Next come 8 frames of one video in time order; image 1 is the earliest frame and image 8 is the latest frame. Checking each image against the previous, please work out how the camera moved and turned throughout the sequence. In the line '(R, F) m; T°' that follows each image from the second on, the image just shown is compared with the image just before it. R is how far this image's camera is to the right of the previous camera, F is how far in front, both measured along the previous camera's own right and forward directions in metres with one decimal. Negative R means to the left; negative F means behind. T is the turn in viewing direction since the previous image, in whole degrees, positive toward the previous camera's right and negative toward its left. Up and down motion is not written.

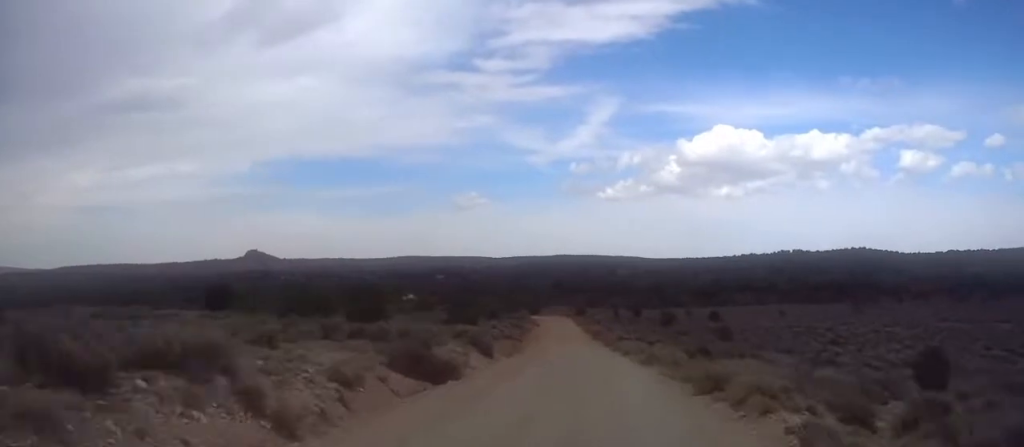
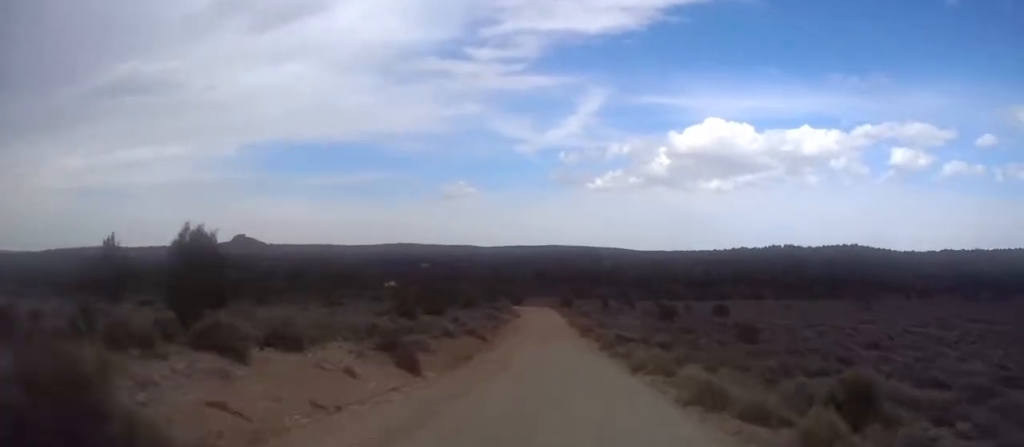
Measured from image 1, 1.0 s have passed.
(-0.1, +14.9) m; +1°
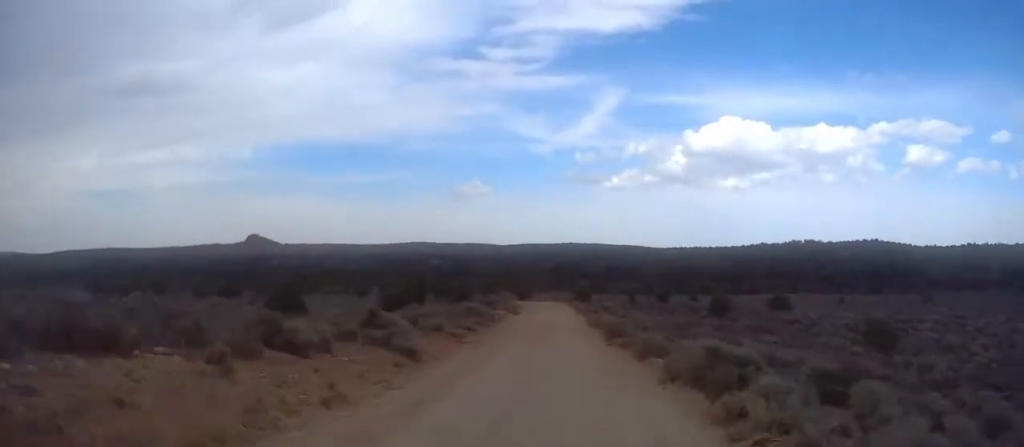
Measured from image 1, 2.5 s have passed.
(+0.5, +23.5) m; 0°
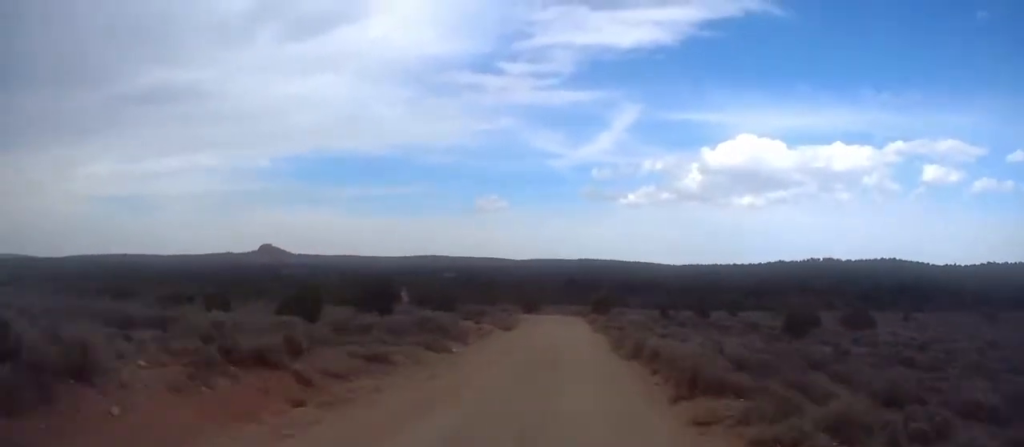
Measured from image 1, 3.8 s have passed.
(0.0, +19.6) m; 0°
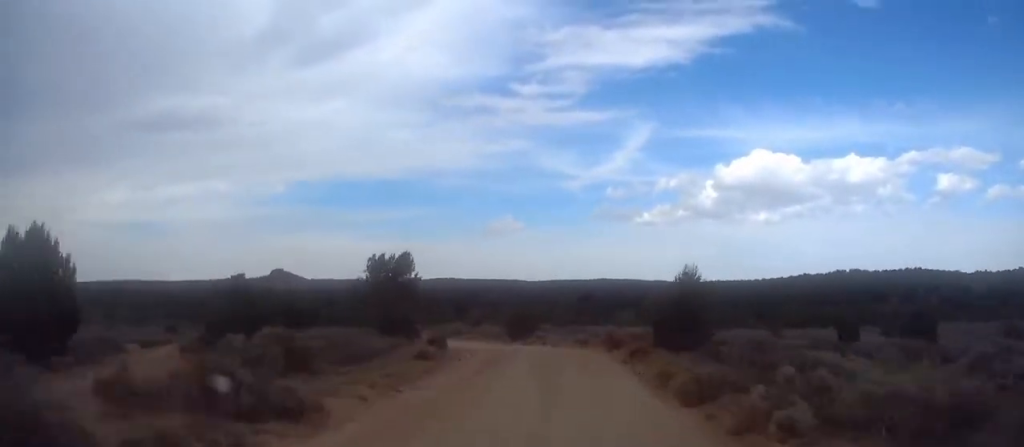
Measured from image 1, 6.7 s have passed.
(-0.8, +44.4) m; -3°
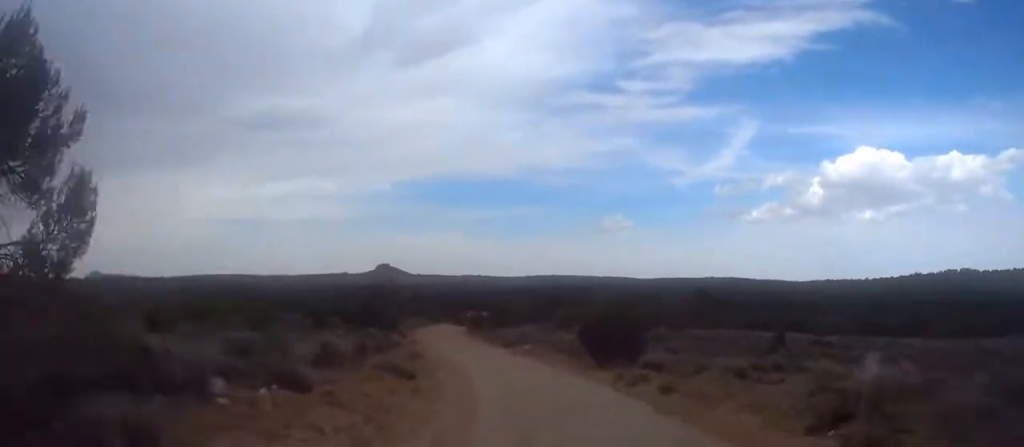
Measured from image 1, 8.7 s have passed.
(-1.2, +31.4) m; -7°
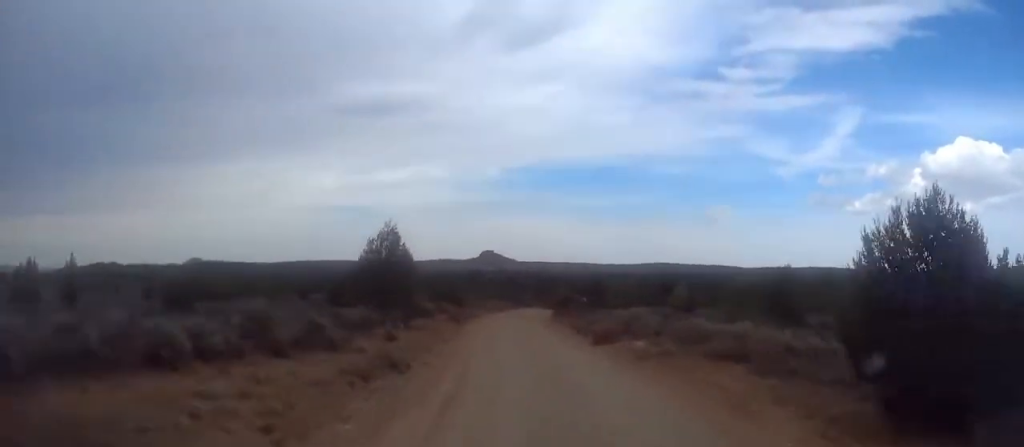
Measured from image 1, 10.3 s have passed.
(-1.6, +23.0) m; -7°
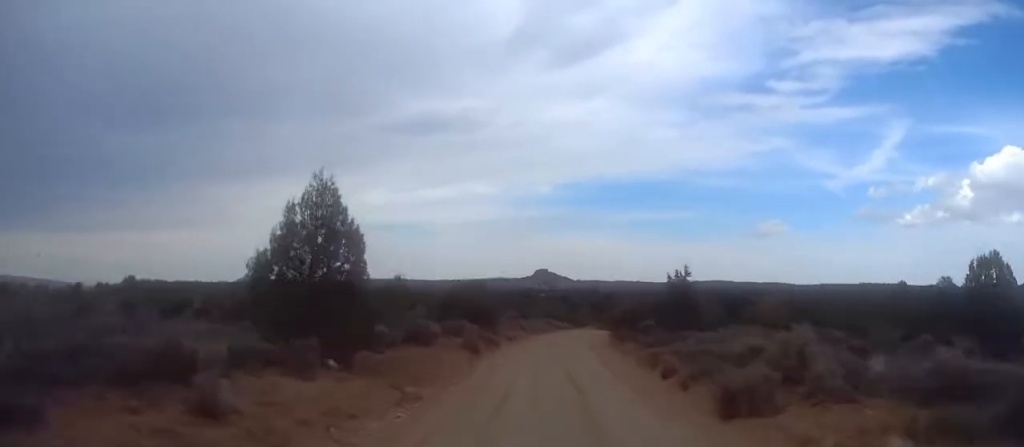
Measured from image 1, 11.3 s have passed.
(-0.4, +16.0) m; -4°
